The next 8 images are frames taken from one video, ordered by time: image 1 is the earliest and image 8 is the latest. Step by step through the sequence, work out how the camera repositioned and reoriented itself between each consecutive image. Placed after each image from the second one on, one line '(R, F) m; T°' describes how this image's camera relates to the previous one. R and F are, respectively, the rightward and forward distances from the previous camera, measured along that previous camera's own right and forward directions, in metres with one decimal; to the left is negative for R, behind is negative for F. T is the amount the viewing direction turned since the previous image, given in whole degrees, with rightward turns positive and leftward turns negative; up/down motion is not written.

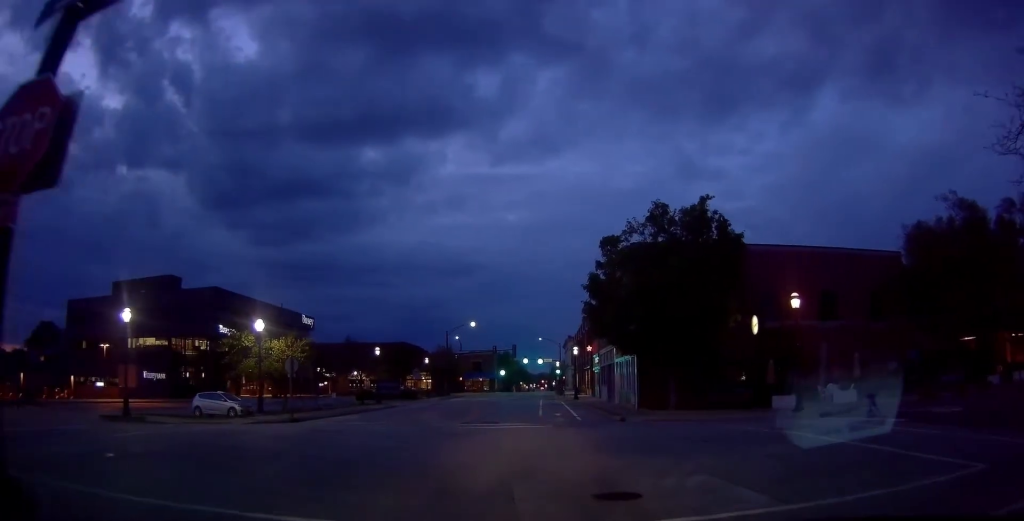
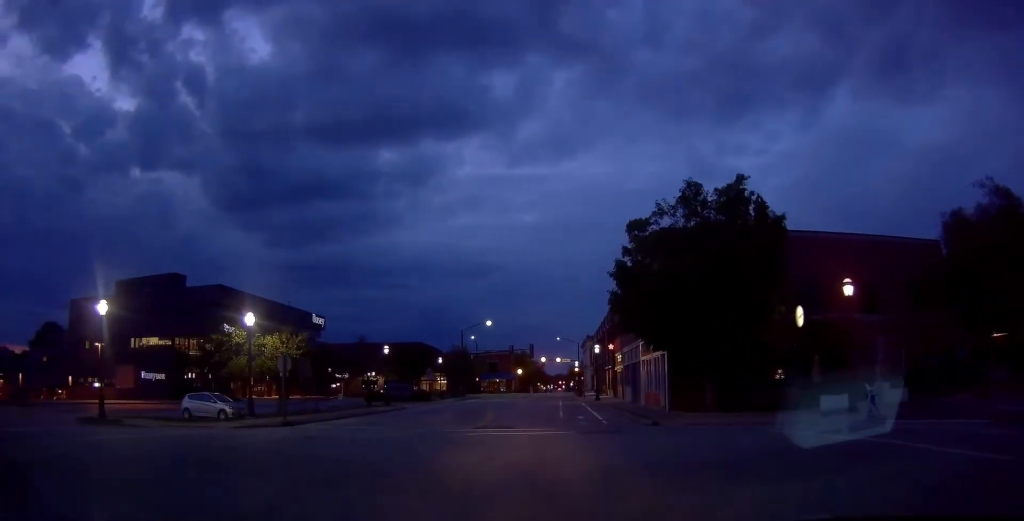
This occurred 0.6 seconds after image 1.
(-0.3, +2.3) m; -4°
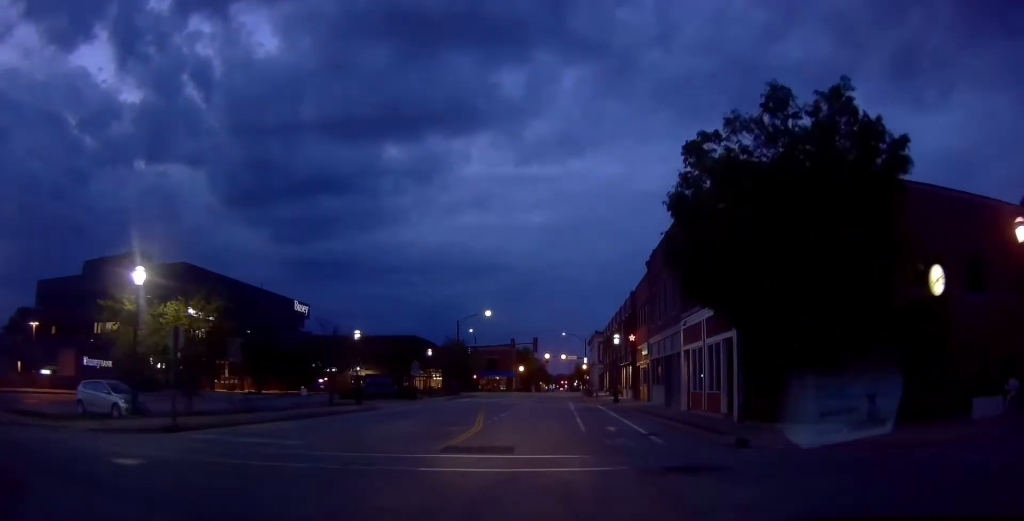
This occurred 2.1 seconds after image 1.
(+0.2, +8.2) m; +1°
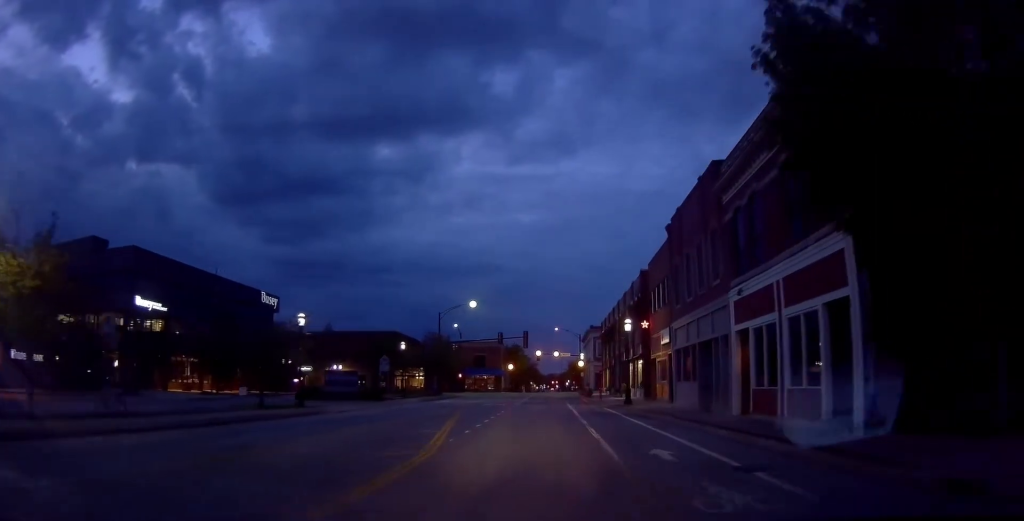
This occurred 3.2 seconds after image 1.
(+0.3, +8.0) m; +6°
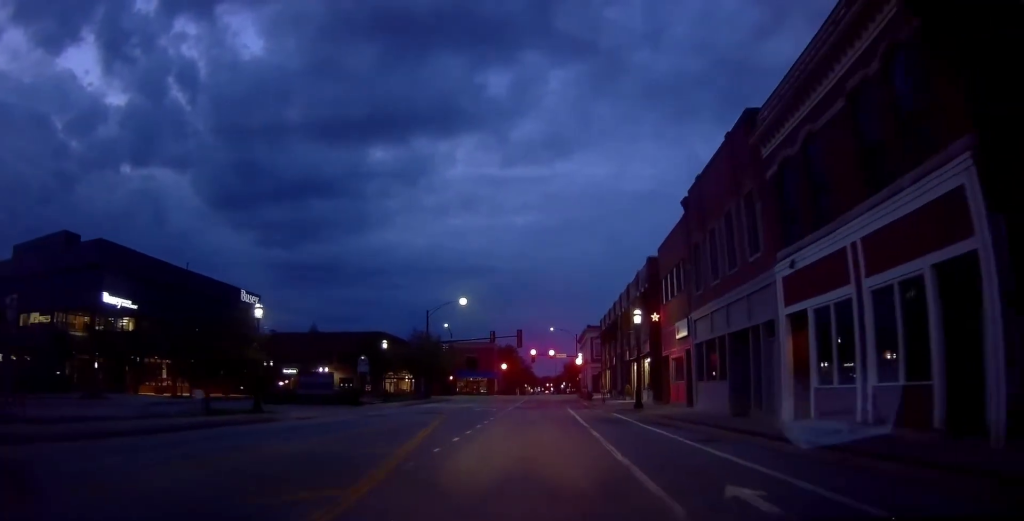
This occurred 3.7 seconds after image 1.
(+0.2, +4.4) m; +2°
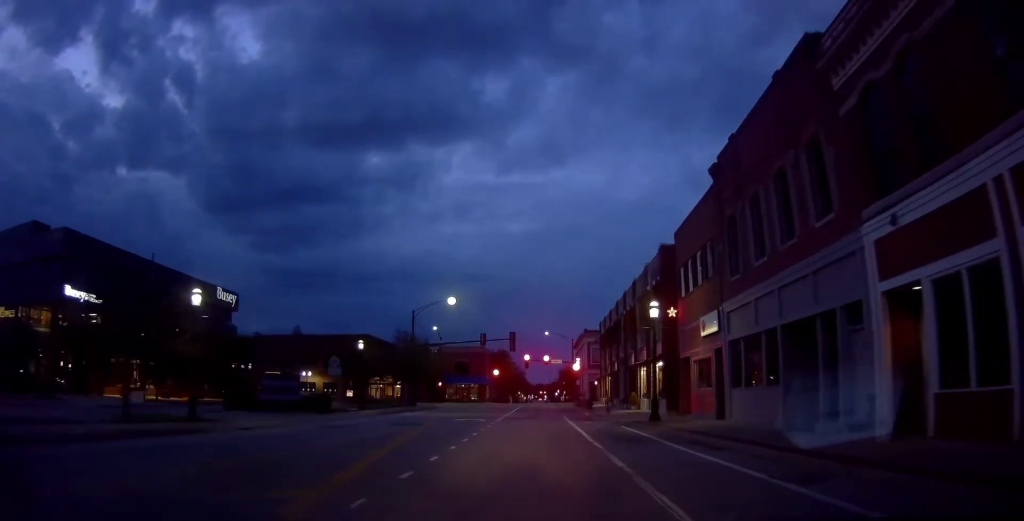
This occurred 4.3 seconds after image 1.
(+0.2, +5.2) m; +2°
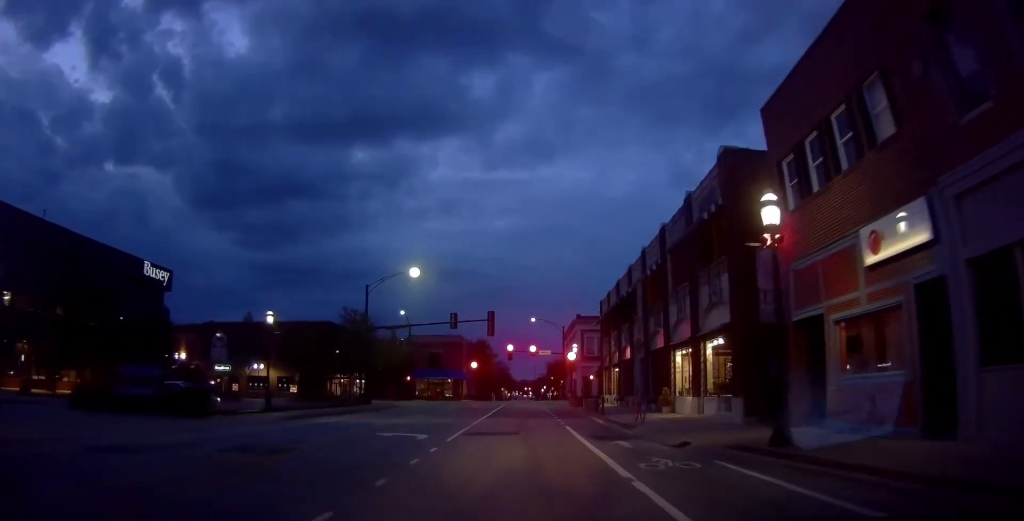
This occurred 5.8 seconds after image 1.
(-0.7, +13.2) m; -5°
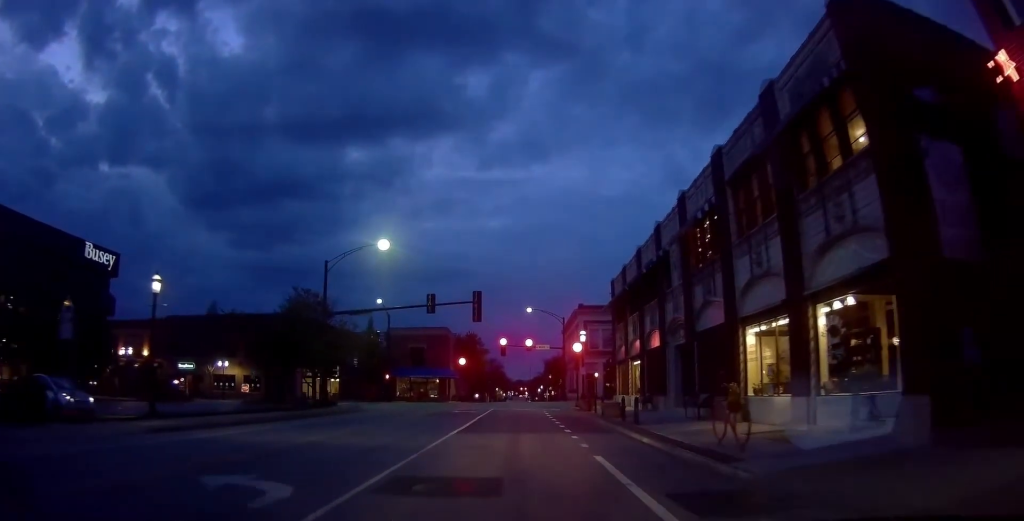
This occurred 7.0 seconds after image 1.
(0.0, +9.8) m; +3°
